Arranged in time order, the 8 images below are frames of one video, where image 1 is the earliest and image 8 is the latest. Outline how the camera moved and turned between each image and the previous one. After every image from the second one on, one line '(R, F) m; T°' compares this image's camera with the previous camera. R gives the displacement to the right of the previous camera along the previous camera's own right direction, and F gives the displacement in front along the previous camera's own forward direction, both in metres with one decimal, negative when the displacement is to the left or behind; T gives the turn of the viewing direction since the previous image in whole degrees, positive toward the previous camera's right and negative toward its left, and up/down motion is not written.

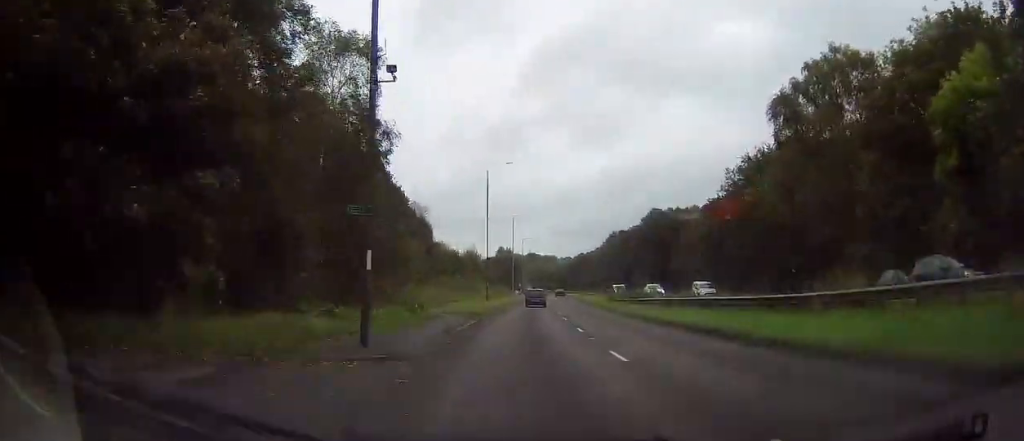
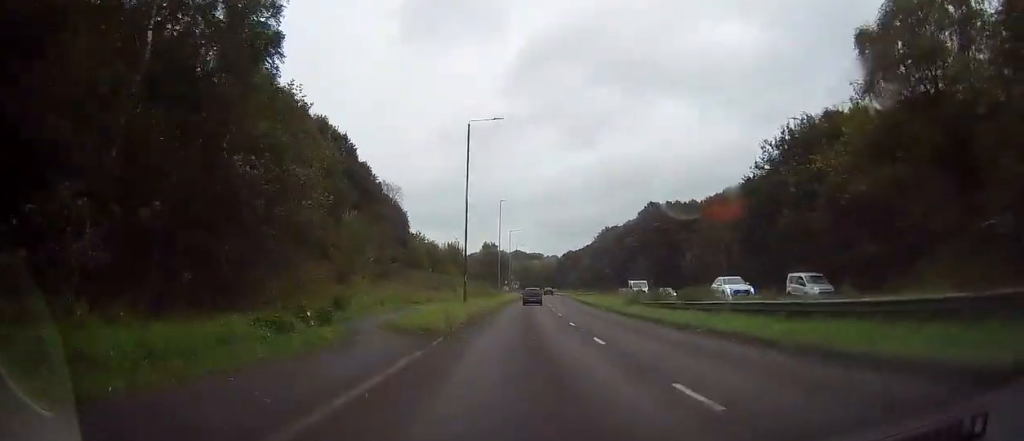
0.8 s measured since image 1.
(0.0, +14.5) m; +2°
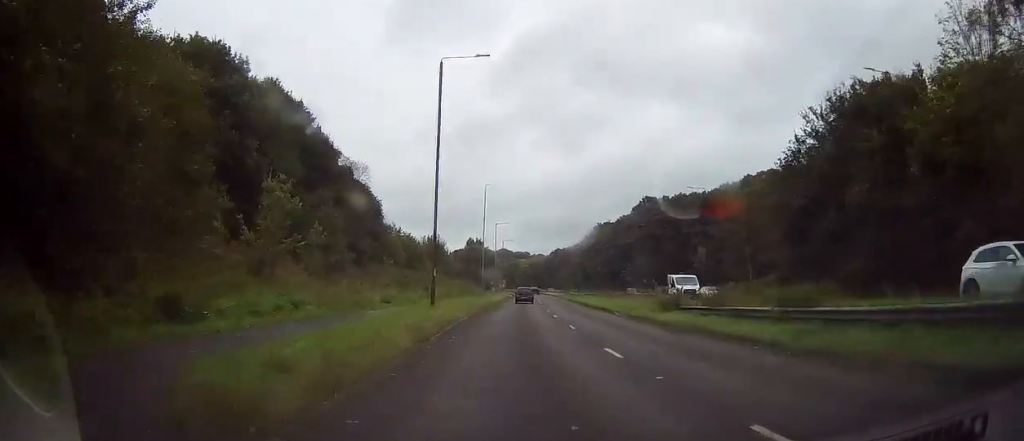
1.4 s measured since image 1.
(+0.2, +12.2) m; +2°
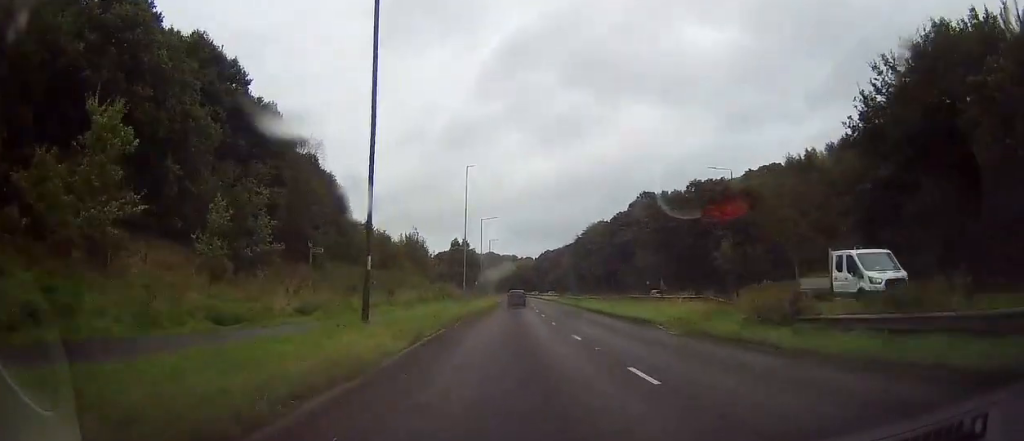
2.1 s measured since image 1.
(+0.3, +13.0) m; 0°
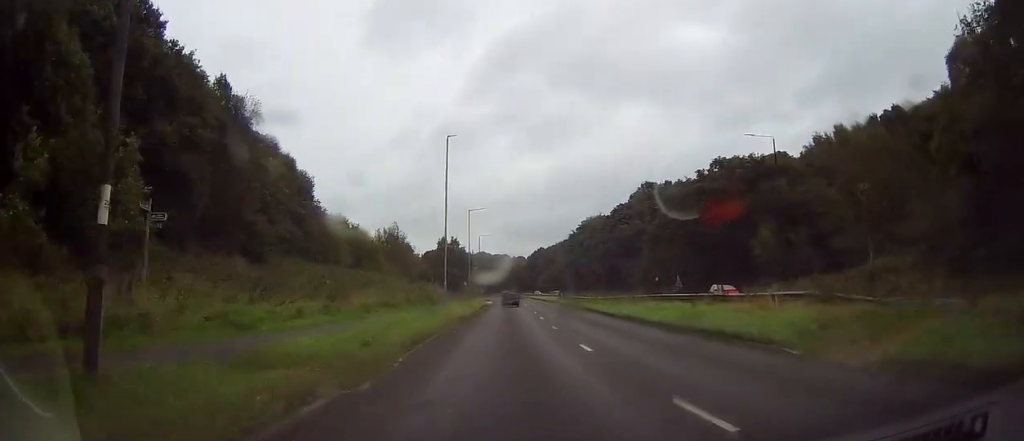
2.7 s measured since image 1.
(+0.2, +12.4) m; 0°
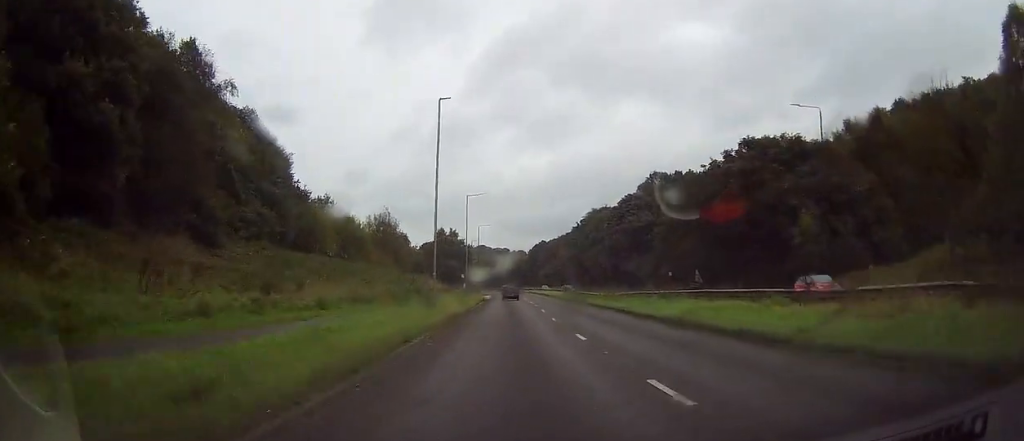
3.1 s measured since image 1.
(-0.2, +7.9) m; 0°
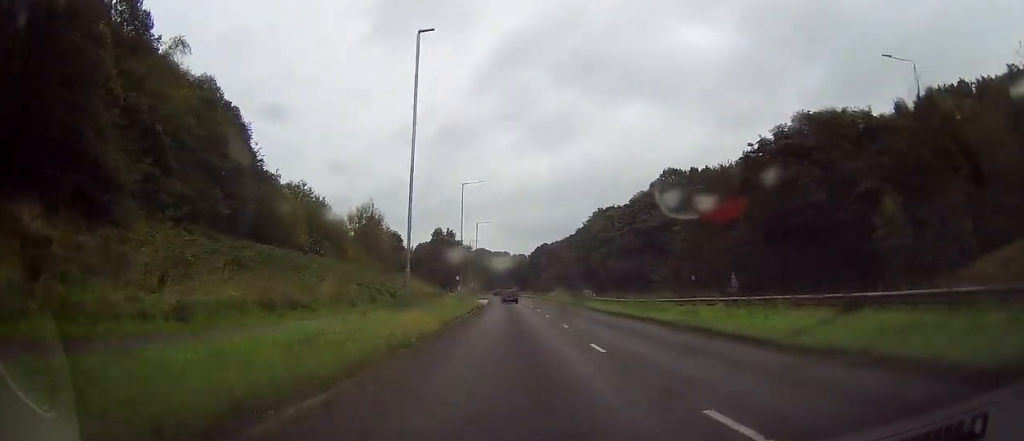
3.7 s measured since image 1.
(-0.2, +11.8) m; 0°
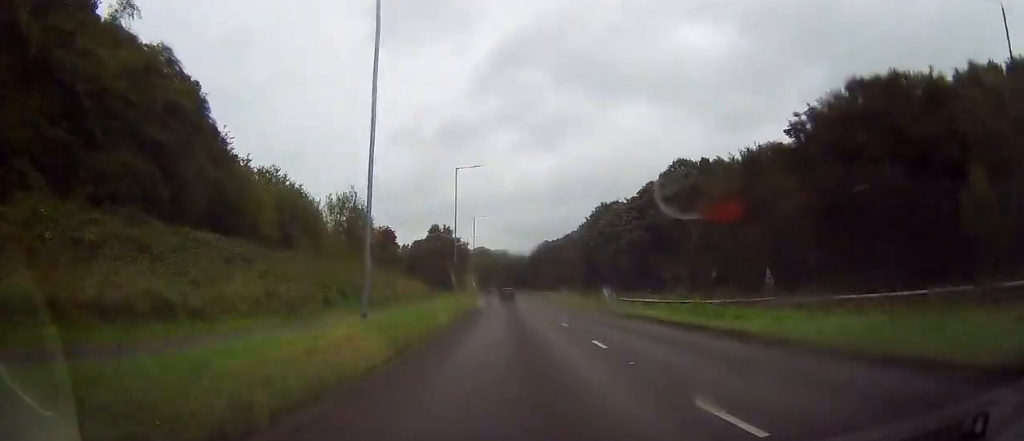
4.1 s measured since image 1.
(+0.2, +8.6) m; +1°
